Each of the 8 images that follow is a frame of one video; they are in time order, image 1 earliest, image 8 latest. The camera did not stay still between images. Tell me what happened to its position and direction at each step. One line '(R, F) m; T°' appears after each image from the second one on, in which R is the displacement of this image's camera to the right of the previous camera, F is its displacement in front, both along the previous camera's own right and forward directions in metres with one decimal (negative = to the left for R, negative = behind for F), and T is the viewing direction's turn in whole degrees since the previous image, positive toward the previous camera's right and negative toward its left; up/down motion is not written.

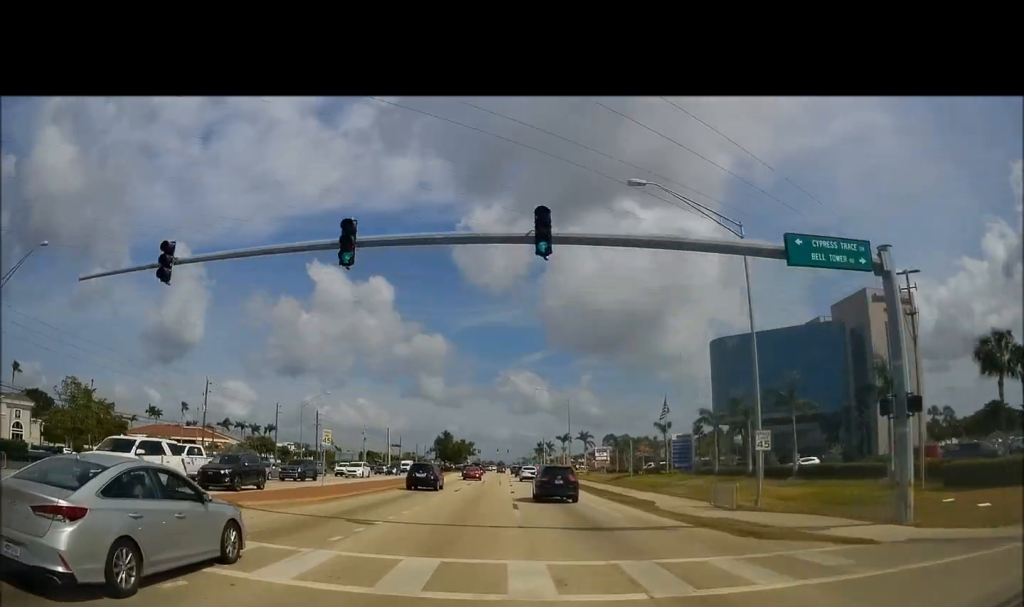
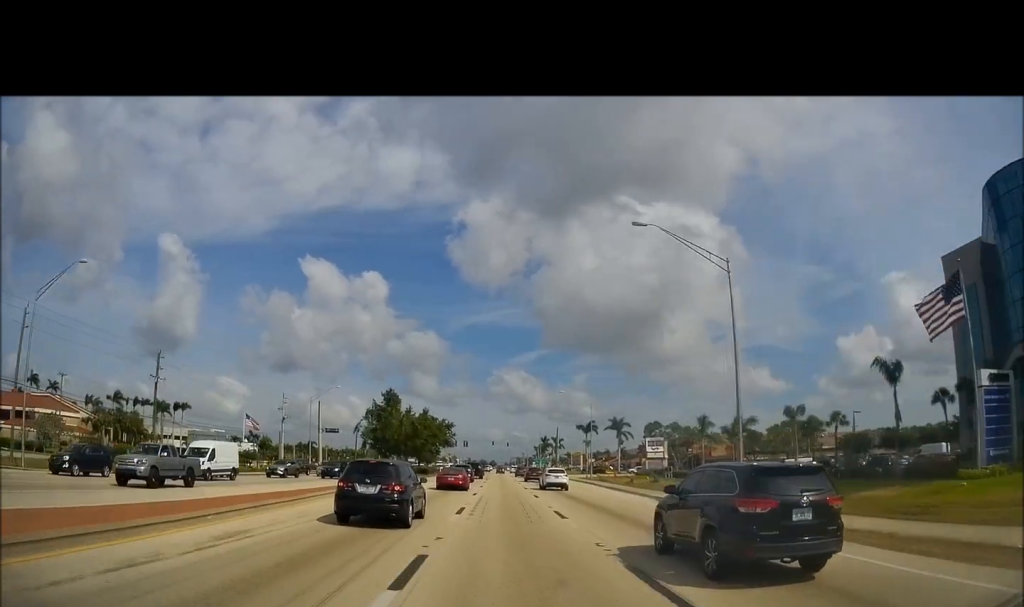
(-1.7, +63.6) m; -1°
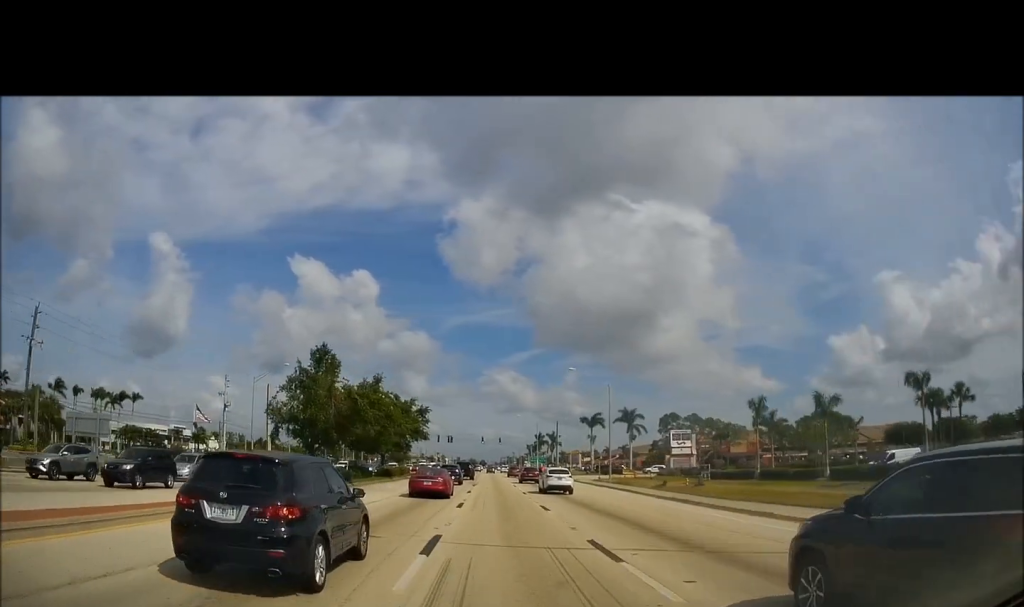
(+0.5, +21.7) m; +2°
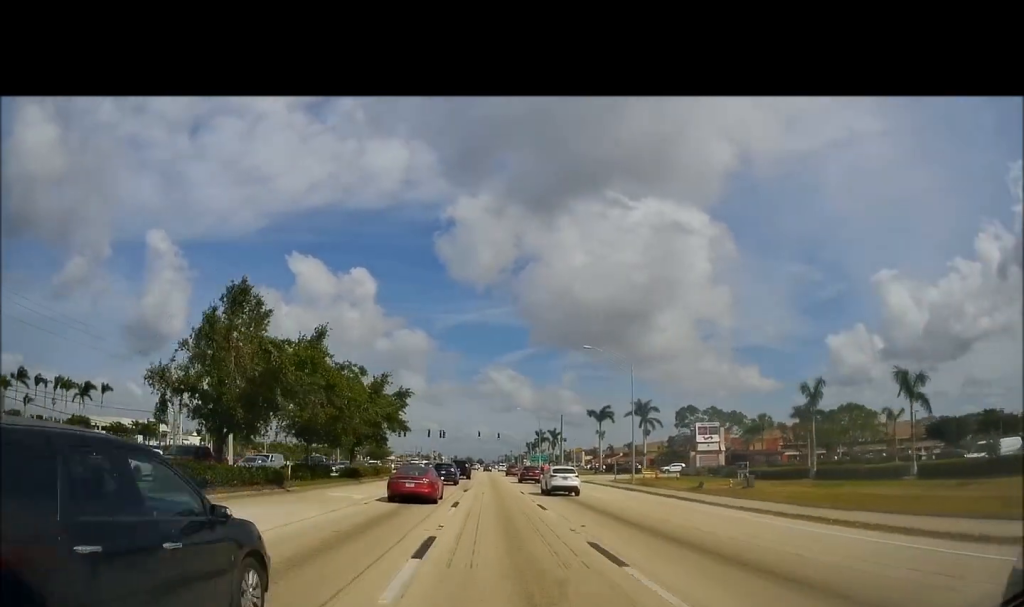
(+0.2, +13.2) m; +1°
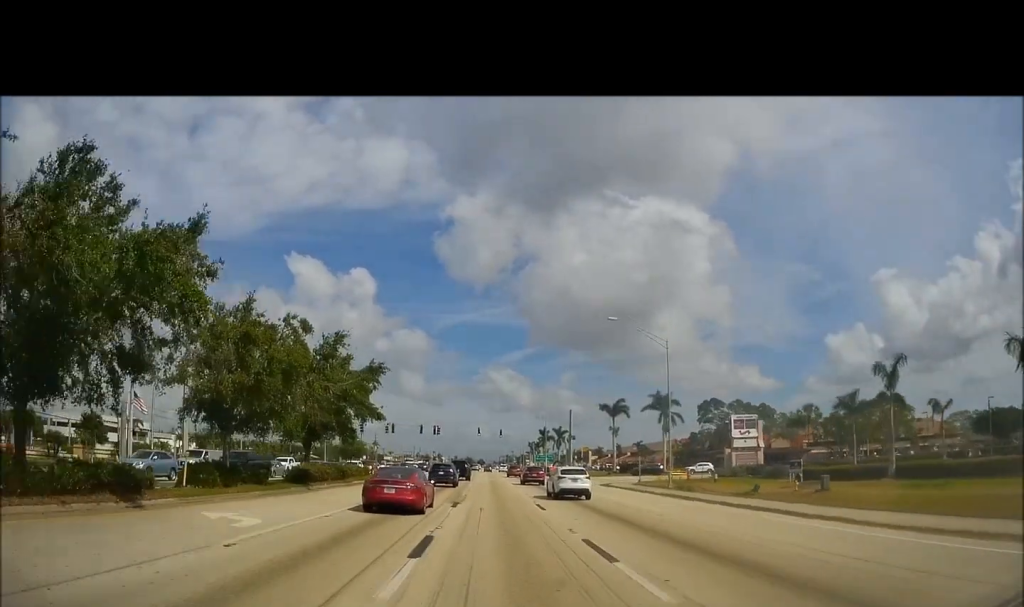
(+0.1, +12.4) m; +1°
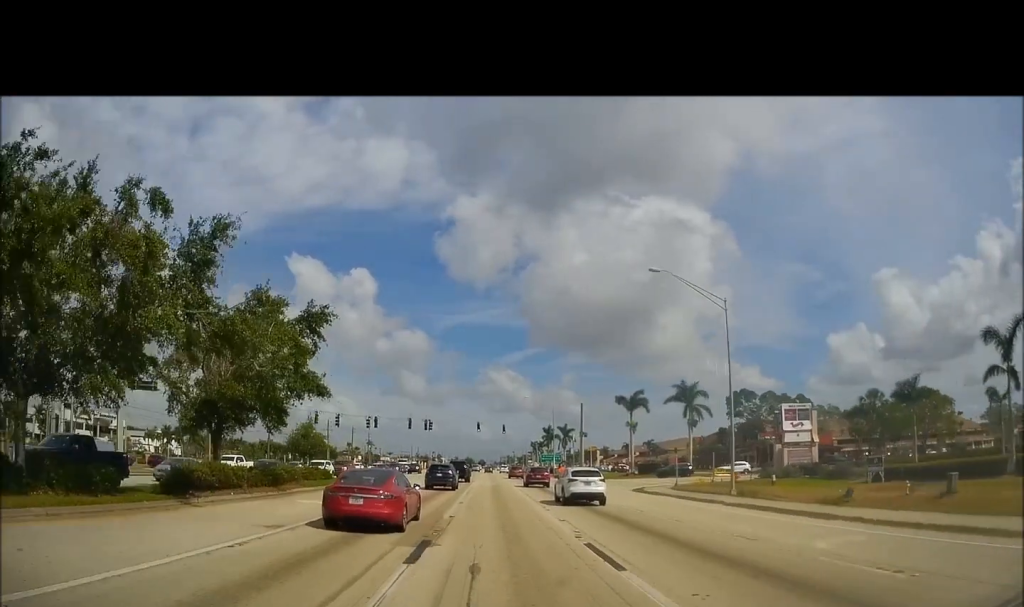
(0.0, +13.0) m; 0°
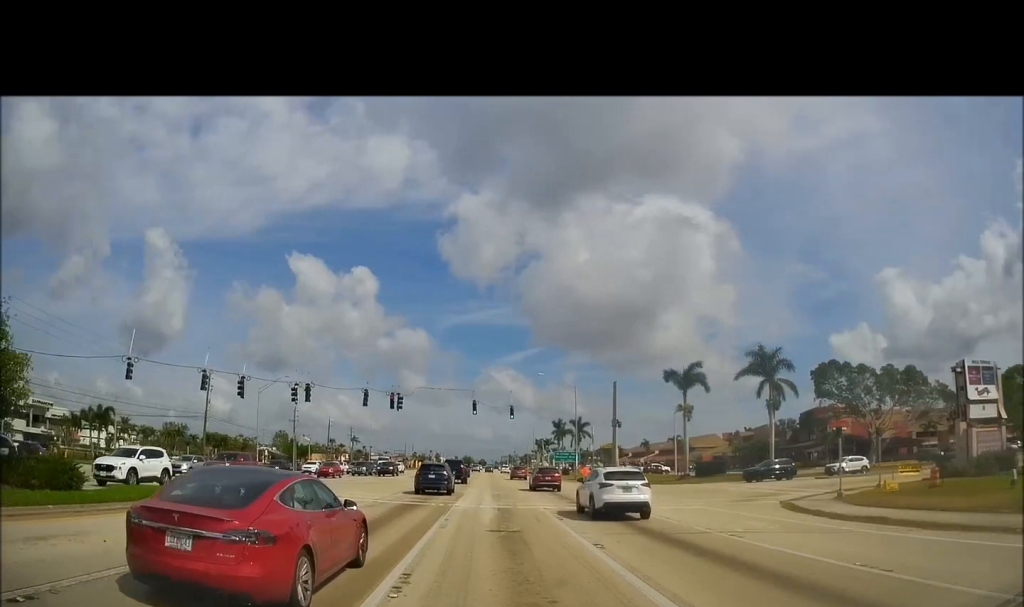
(0.0, +26.6) m; 0°
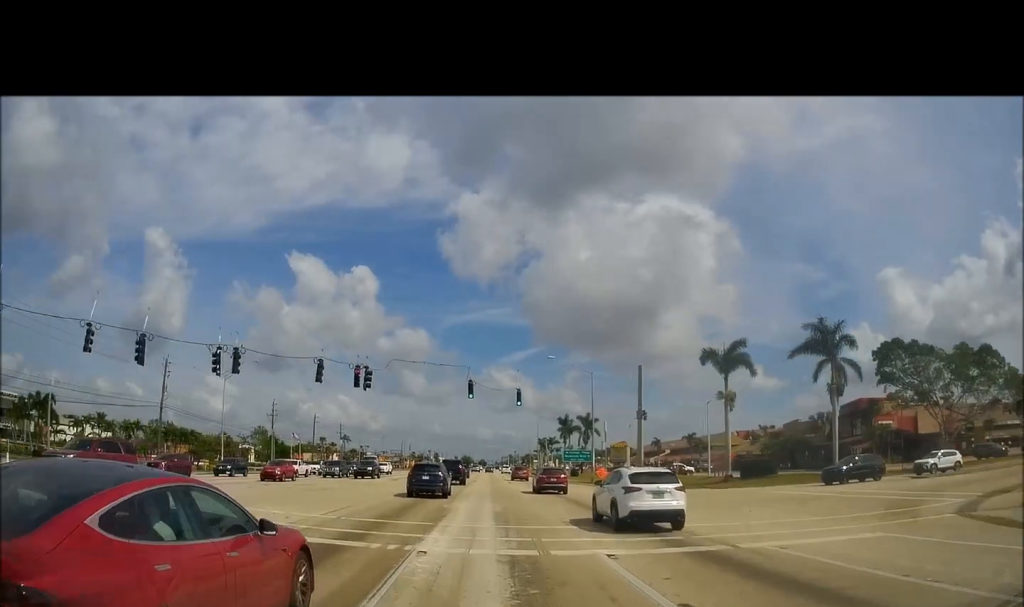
(0.0, +12.8) m; 0°
